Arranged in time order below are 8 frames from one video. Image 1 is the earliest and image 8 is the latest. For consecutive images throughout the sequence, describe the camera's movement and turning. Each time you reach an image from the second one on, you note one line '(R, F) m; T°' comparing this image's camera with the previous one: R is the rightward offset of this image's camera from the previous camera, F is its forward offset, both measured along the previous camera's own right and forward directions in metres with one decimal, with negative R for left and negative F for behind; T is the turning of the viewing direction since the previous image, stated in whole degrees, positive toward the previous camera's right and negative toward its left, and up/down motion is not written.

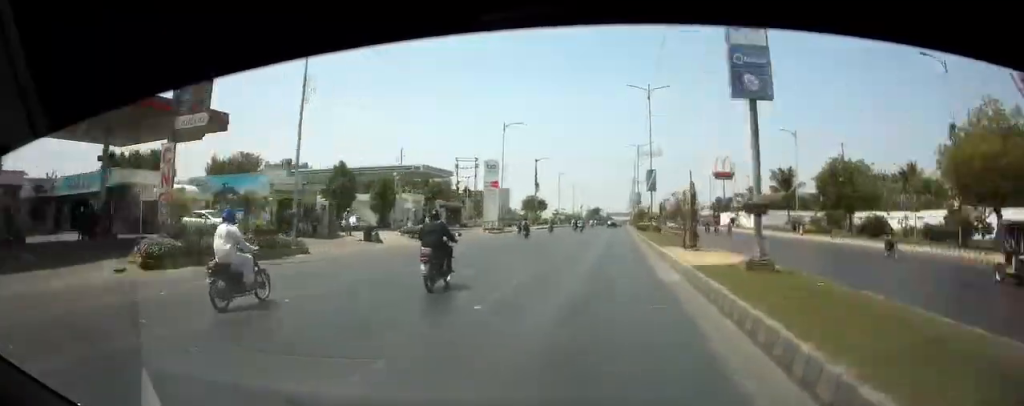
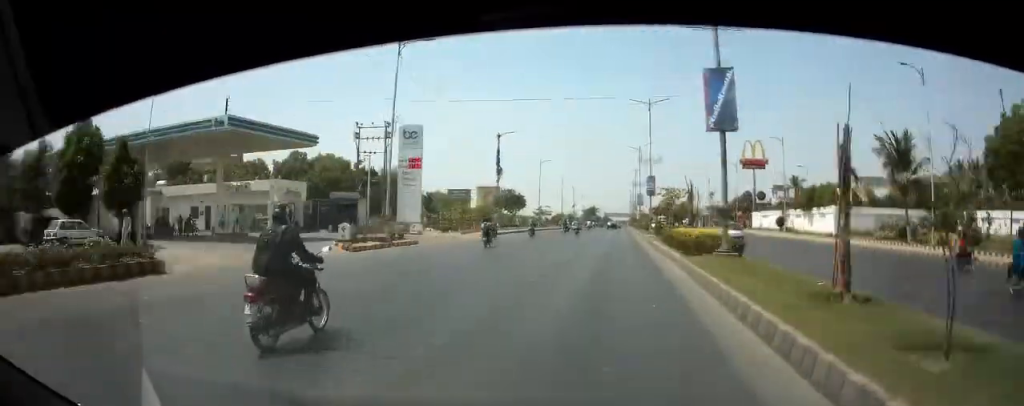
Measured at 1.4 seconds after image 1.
(-0.3, +33.2) m; 0°
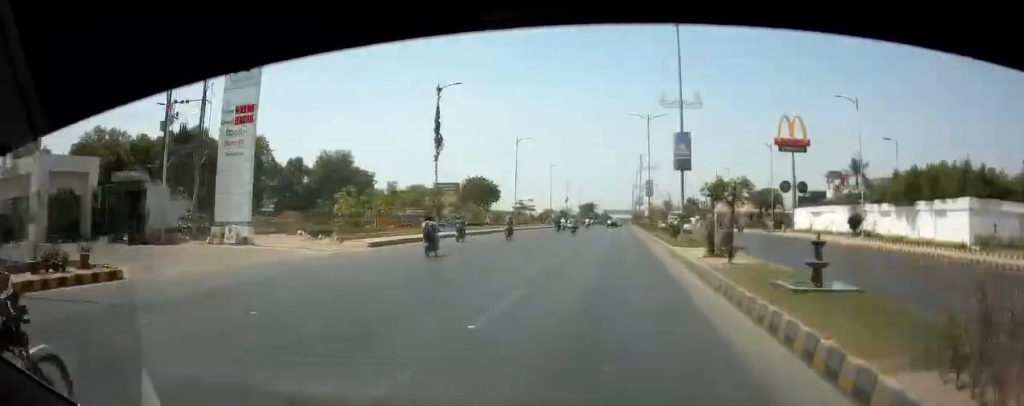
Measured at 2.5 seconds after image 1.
(+0.1, +25.3) m; 0°
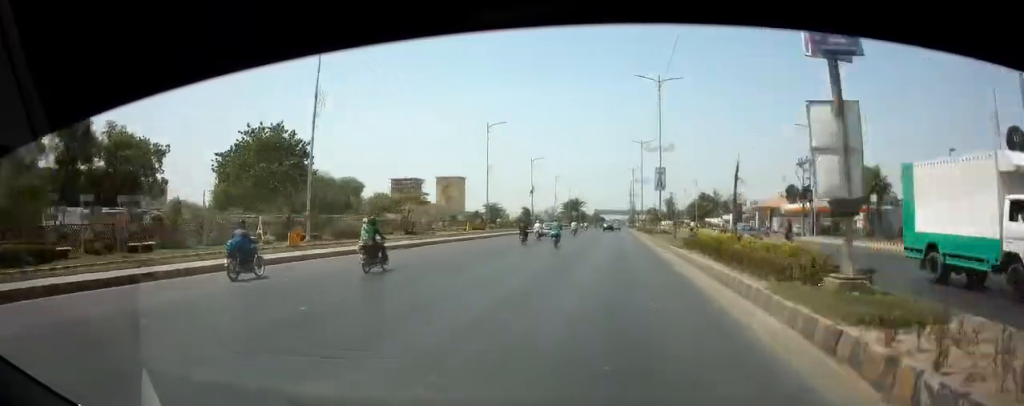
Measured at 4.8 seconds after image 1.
(+0.7, +55.4) m; +1°
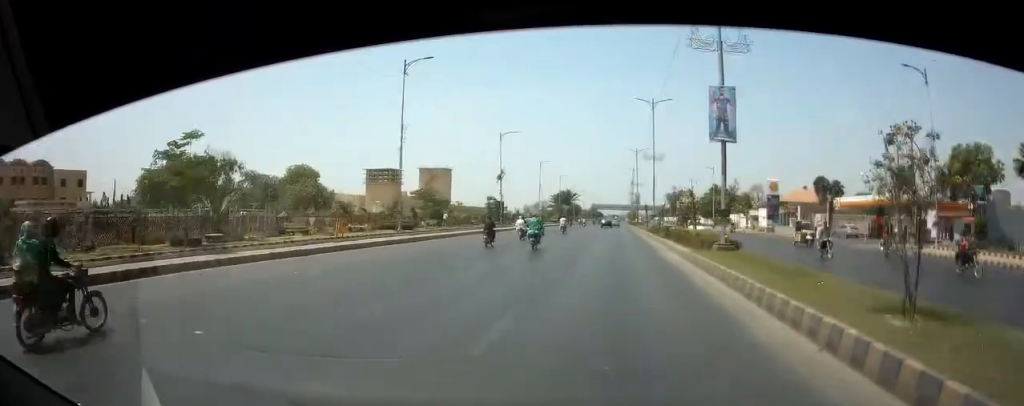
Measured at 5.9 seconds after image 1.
(+0.2, +27.0) m; 0°
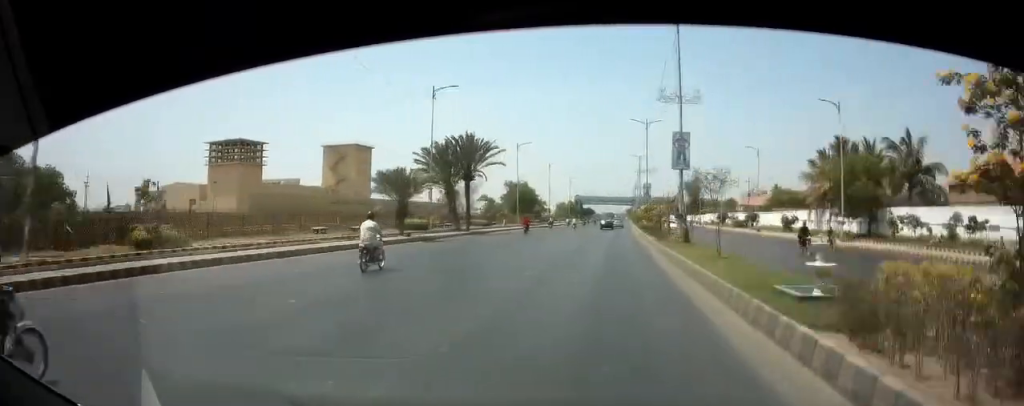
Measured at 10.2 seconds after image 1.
(-0.1, +102.1) m; +1°
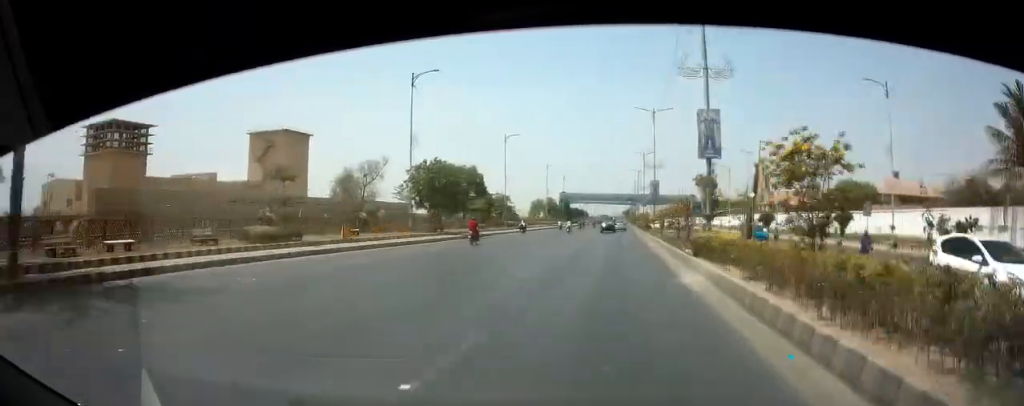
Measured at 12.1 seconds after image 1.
(+0.2, +45.1) m; 0°
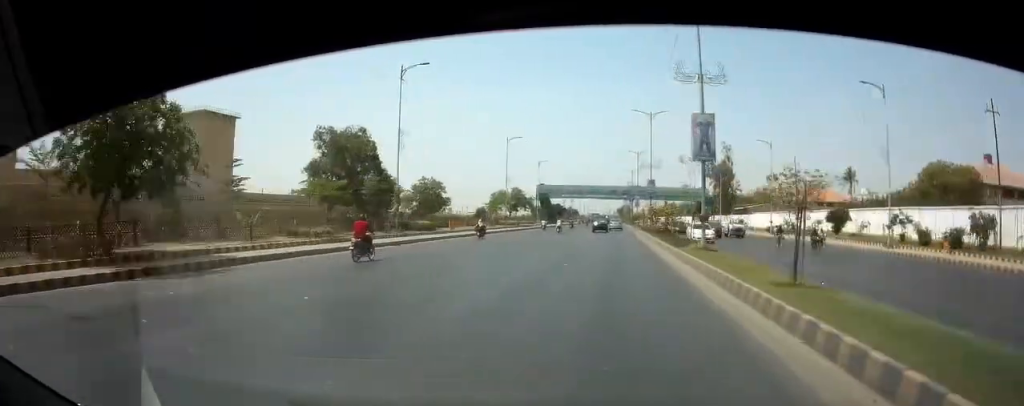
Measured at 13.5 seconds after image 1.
(+0.1, +35.5) m; 0°
